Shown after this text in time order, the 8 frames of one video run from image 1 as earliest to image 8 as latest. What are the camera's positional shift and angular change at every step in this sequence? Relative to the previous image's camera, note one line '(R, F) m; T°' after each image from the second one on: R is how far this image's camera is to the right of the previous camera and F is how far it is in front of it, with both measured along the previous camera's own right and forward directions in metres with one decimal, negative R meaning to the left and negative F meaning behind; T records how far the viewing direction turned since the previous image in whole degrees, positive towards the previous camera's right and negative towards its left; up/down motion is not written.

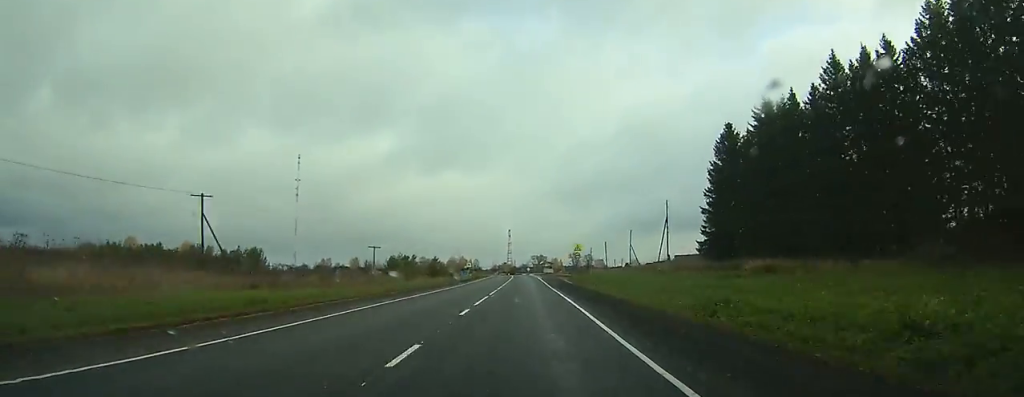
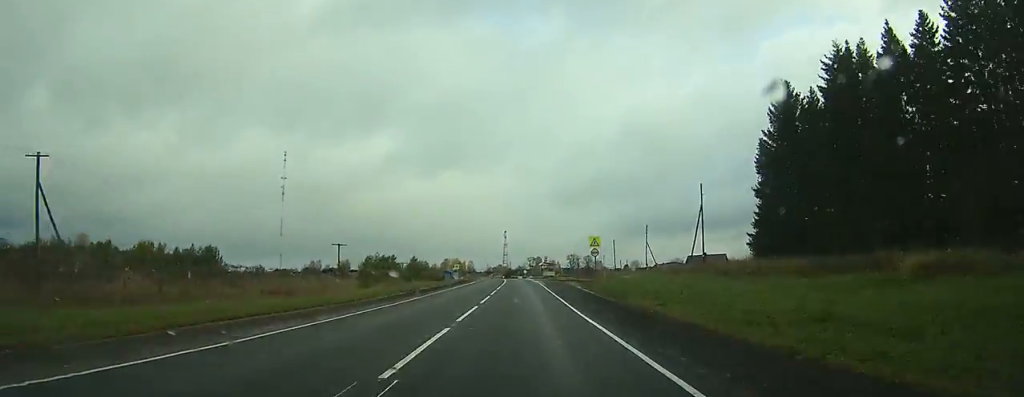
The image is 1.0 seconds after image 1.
(-0.1, +21.0) m; 0°
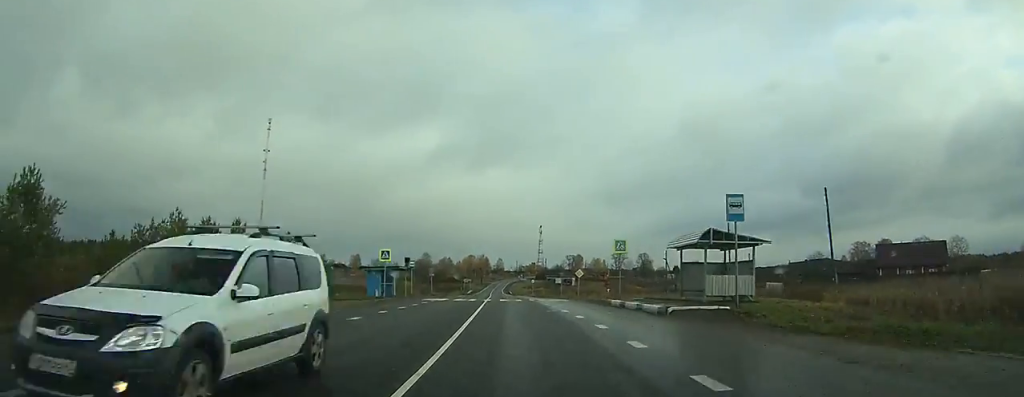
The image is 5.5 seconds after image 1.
(-0.1, +88.5) m; -1°
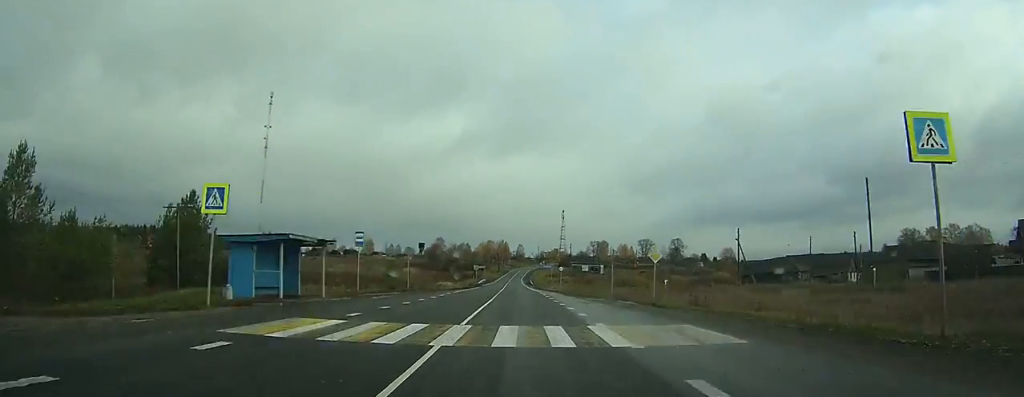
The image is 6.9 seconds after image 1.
(-0.4, +28.0) m; -2°
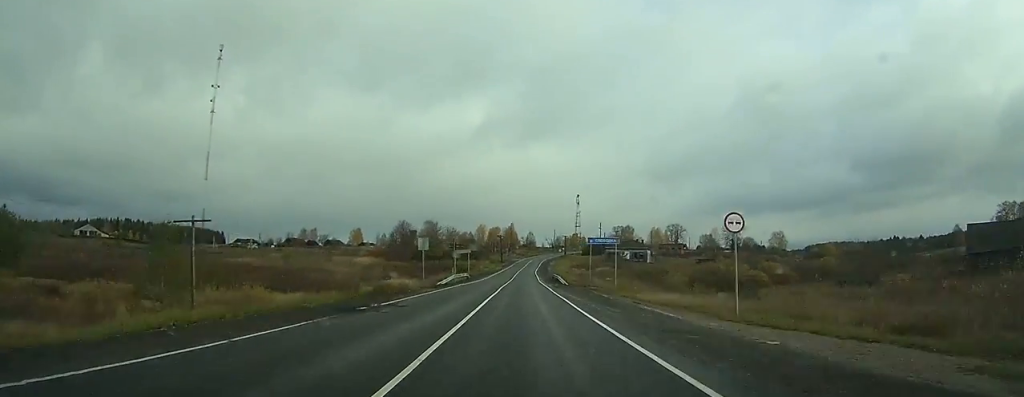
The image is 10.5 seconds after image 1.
(-1.8, +67.7) m; -2°
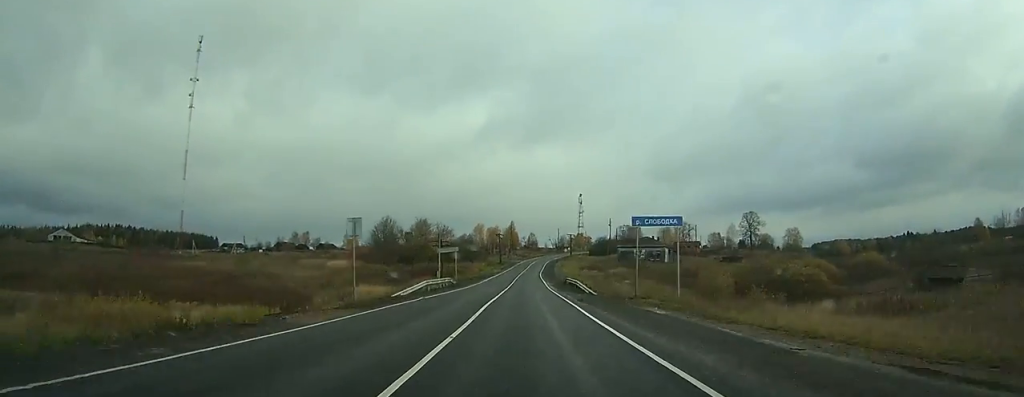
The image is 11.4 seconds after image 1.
(0.0, +18.0) m; 0°
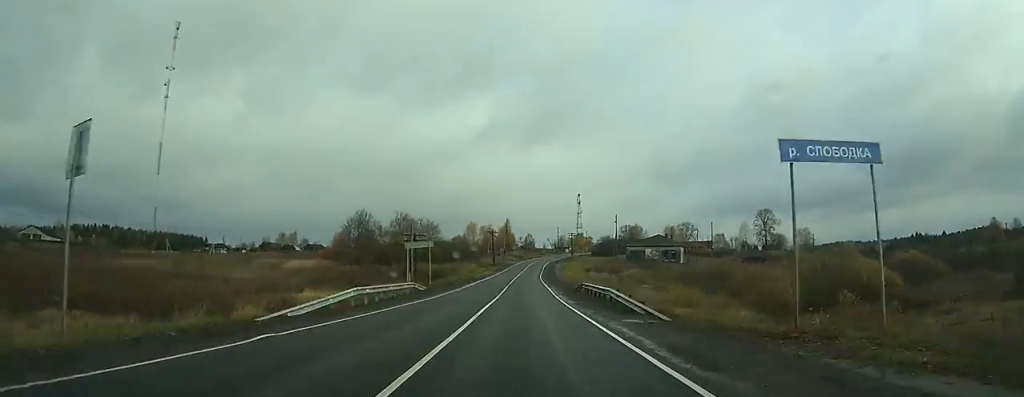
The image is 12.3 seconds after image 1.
(0.0, +16.7) m; 0°
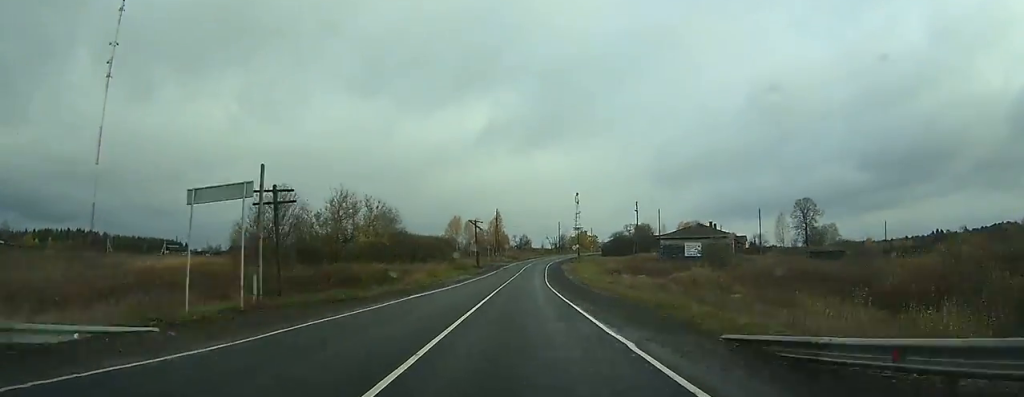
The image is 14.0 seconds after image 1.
(0.0, +33.2) m; 0°
